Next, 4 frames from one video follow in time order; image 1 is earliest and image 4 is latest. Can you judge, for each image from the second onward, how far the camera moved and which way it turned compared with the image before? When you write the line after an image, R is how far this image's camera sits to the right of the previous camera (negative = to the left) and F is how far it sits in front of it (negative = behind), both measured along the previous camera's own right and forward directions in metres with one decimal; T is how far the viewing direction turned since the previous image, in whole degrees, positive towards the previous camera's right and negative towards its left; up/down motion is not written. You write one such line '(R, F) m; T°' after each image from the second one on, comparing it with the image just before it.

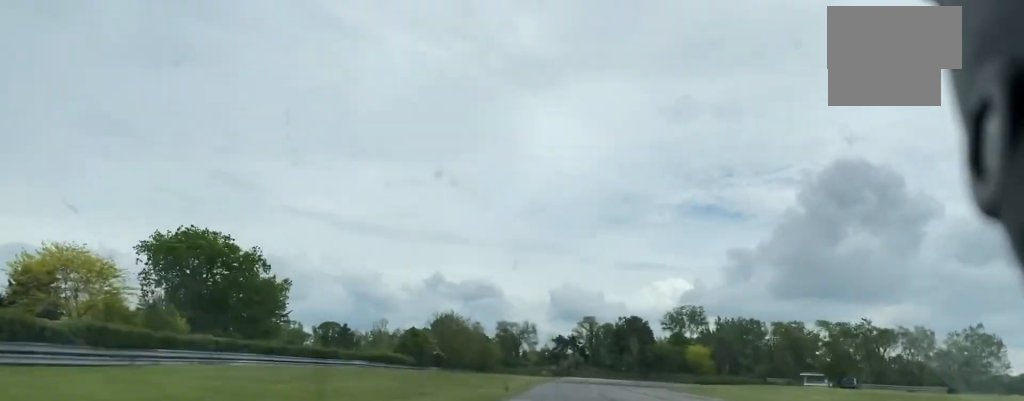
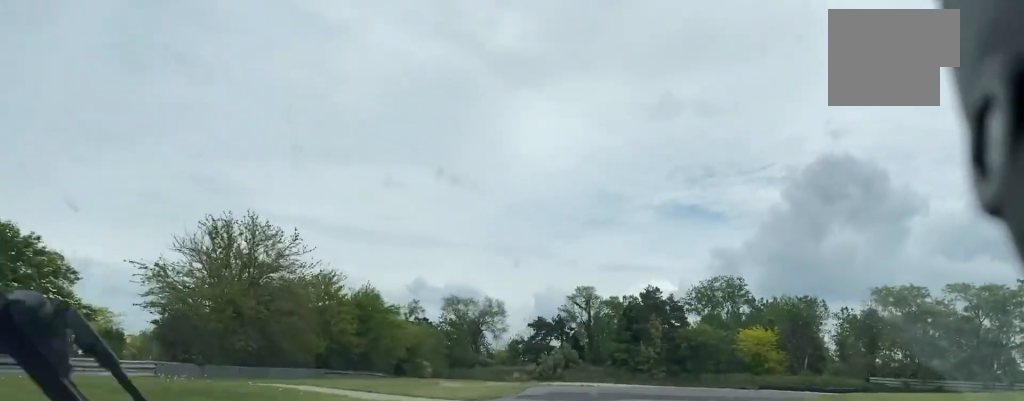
(+0.9, +73.0) m; +2°
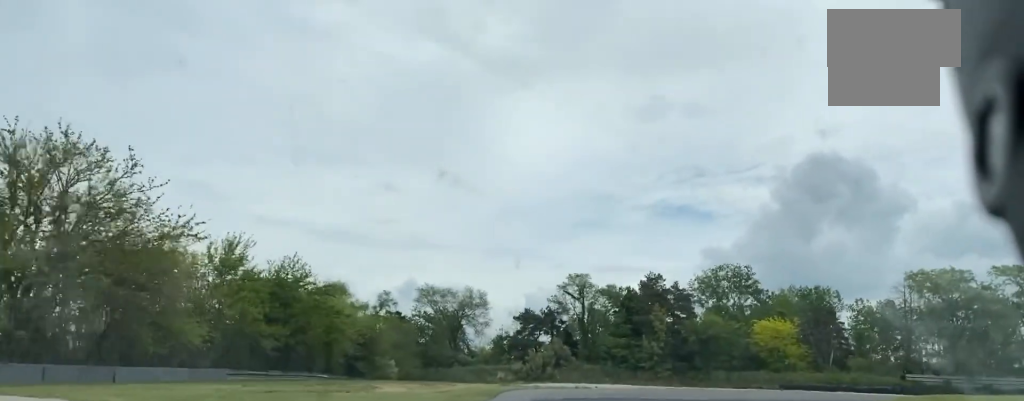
(+0.1, +17.1) m; +2°
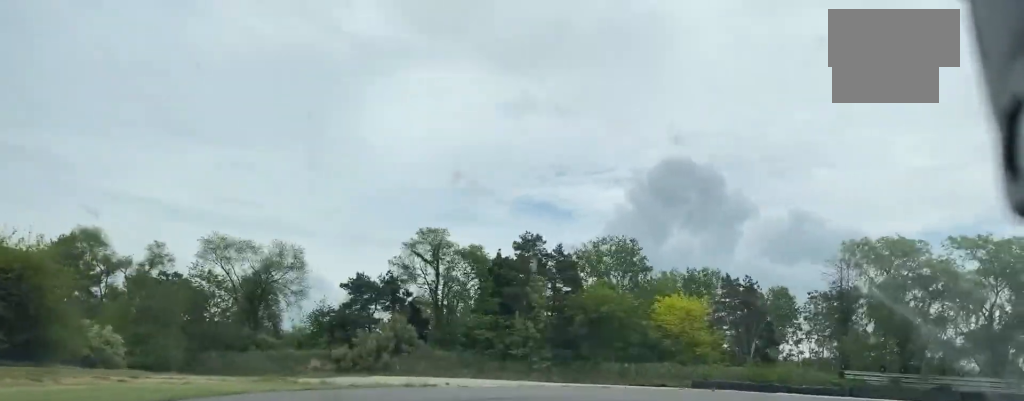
(+1.1, +32.9) m; +12°
